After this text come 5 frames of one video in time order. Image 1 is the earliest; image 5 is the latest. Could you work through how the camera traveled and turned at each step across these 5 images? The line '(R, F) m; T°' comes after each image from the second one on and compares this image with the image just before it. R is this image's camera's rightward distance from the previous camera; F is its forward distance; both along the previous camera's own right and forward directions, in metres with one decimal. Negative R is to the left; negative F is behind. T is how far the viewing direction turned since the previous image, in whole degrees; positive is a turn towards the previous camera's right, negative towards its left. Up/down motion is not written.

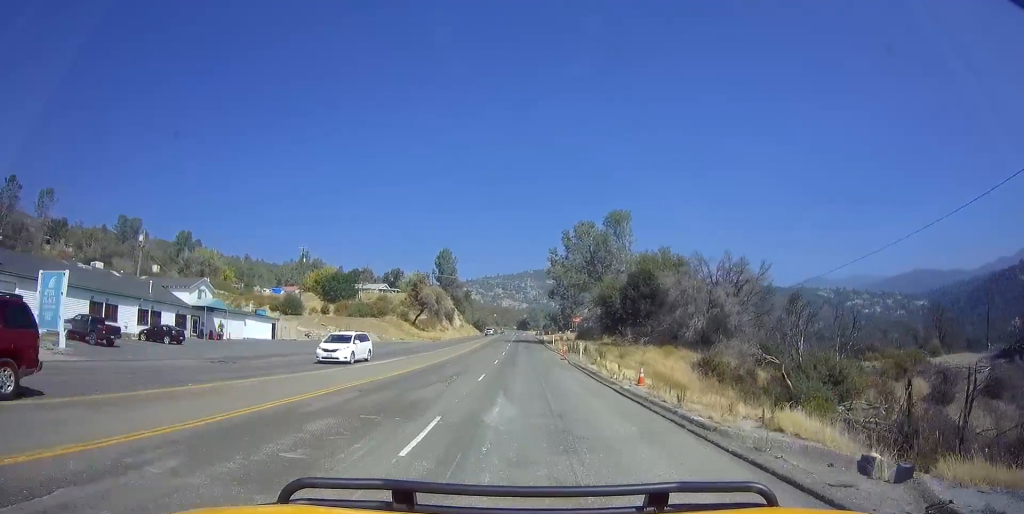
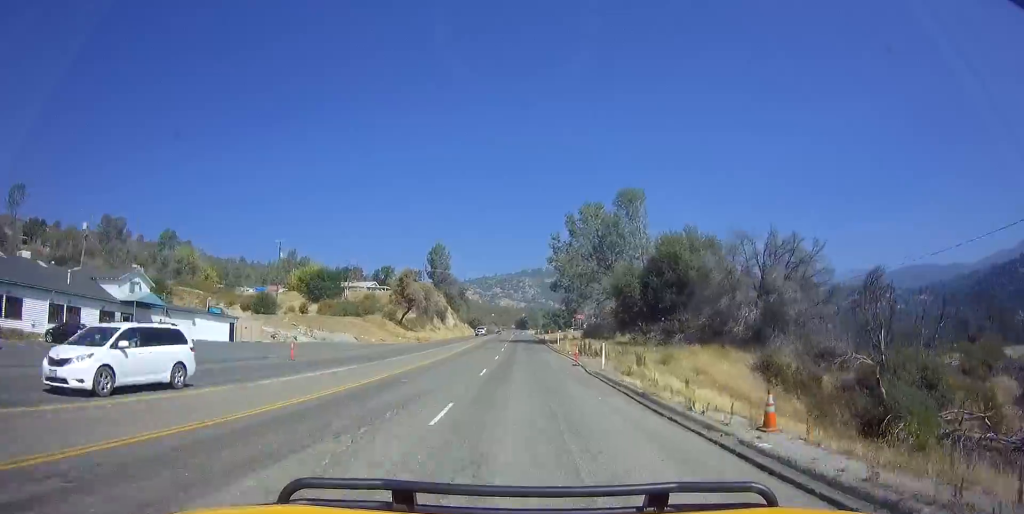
(+0.3, +10.3) m; 0°
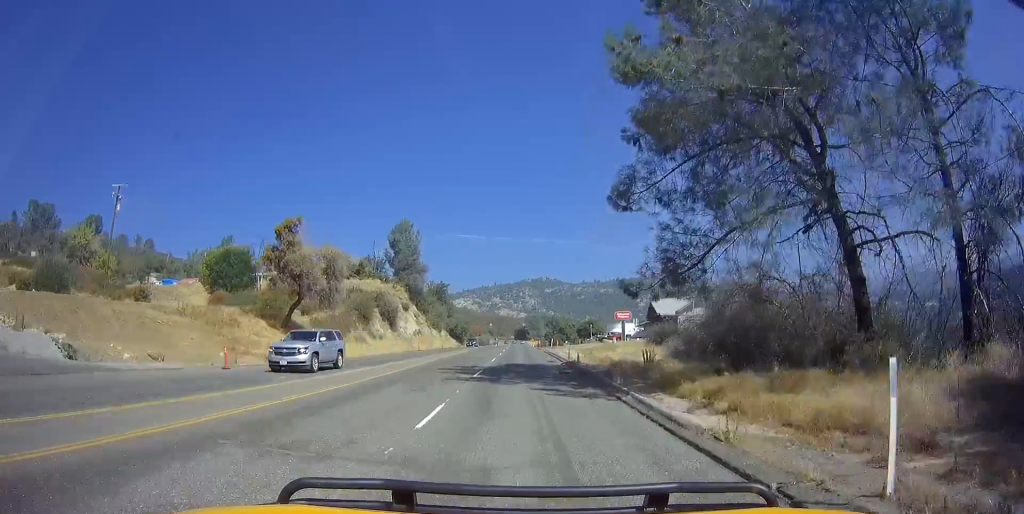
(-1.6, +46.3) m; -2°
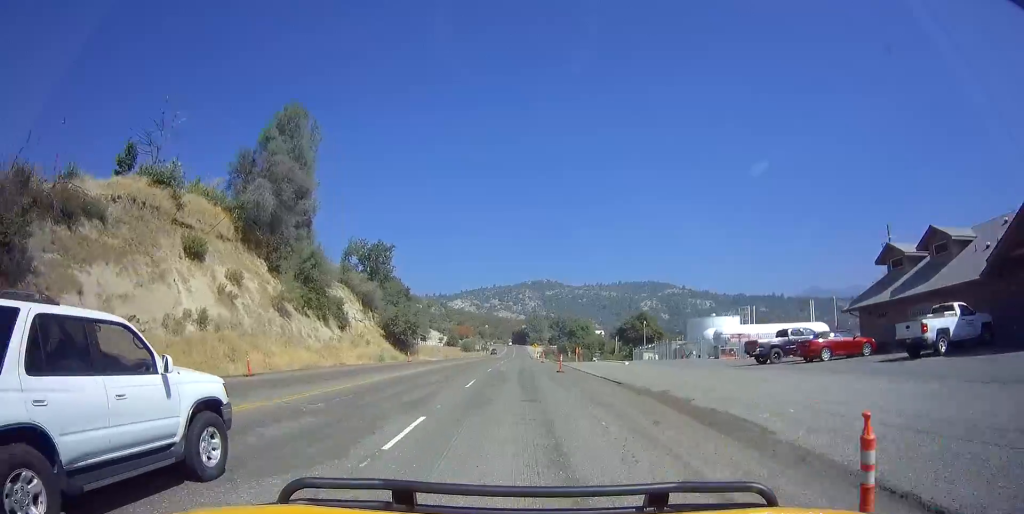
(+0.1, +60.3) m; +1°
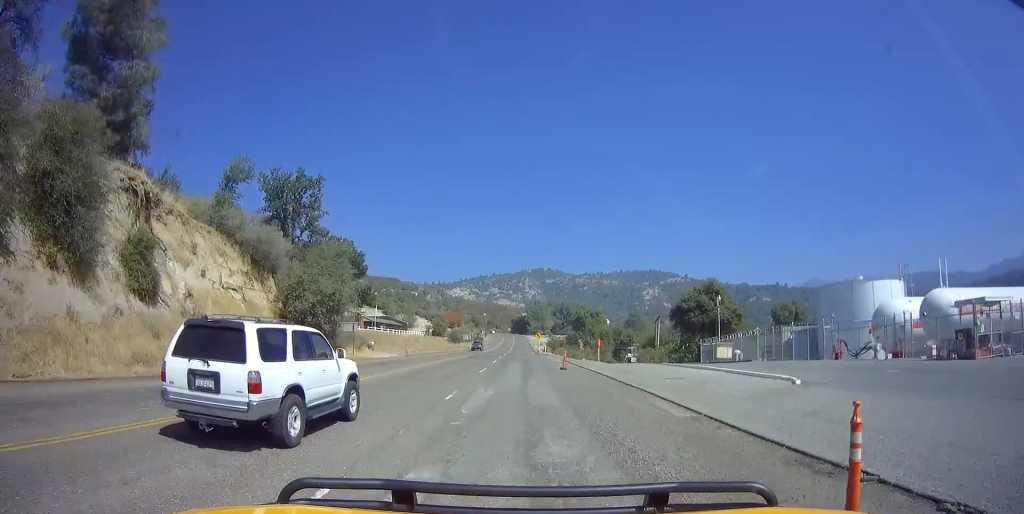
(+0.7, +29.6) m; 0°
